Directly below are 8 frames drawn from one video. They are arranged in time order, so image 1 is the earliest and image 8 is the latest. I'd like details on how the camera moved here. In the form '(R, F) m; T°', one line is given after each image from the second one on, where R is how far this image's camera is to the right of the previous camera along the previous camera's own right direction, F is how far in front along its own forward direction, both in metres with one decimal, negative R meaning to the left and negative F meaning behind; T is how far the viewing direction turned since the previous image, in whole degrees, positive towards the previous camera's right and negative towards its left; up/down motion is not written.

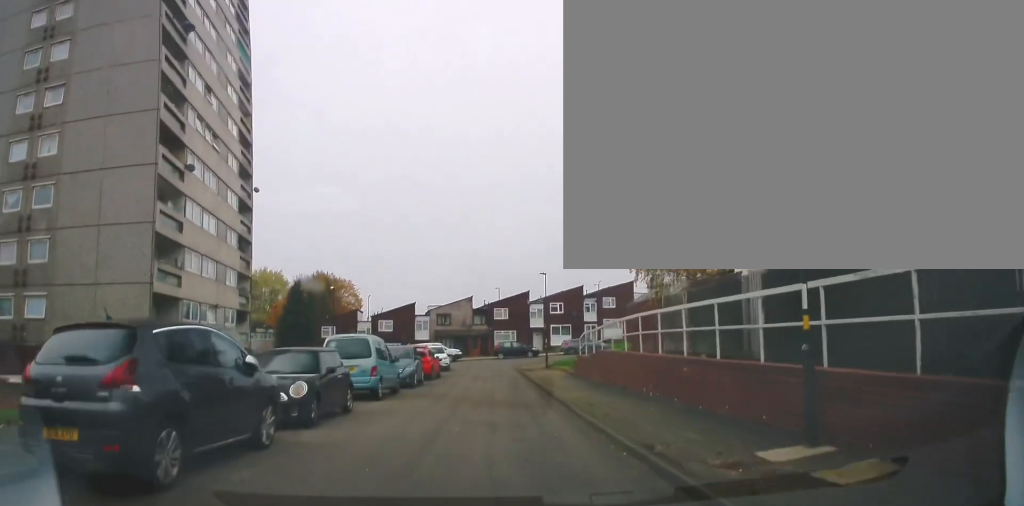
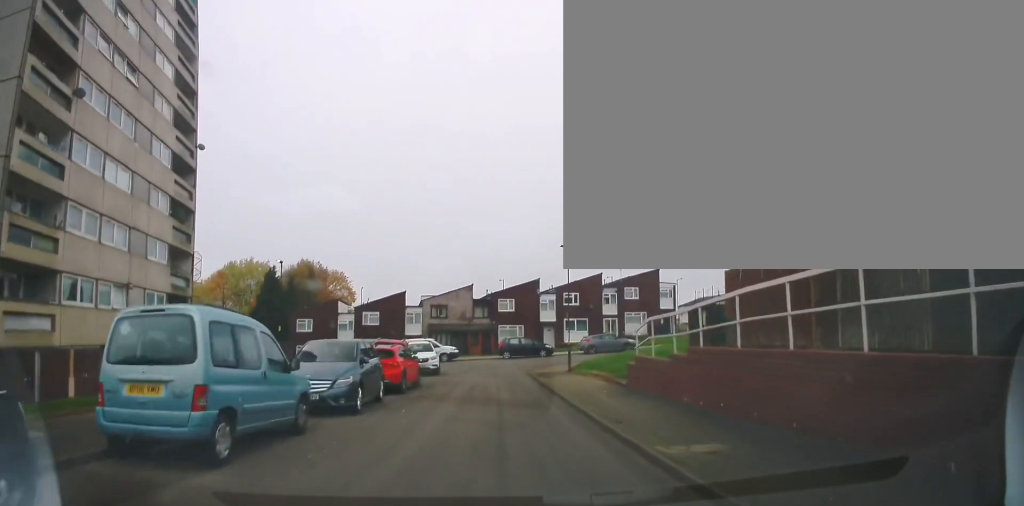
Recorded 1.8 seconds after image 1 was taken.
(+0.5, +9.6) m; +3°
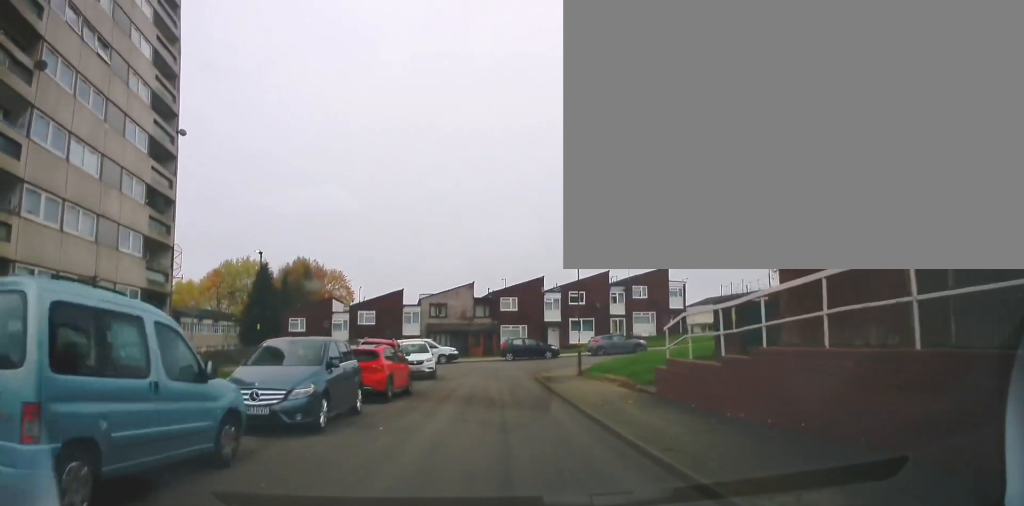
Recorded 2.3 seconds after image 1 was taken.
(0.0, +2.5) m; -1°
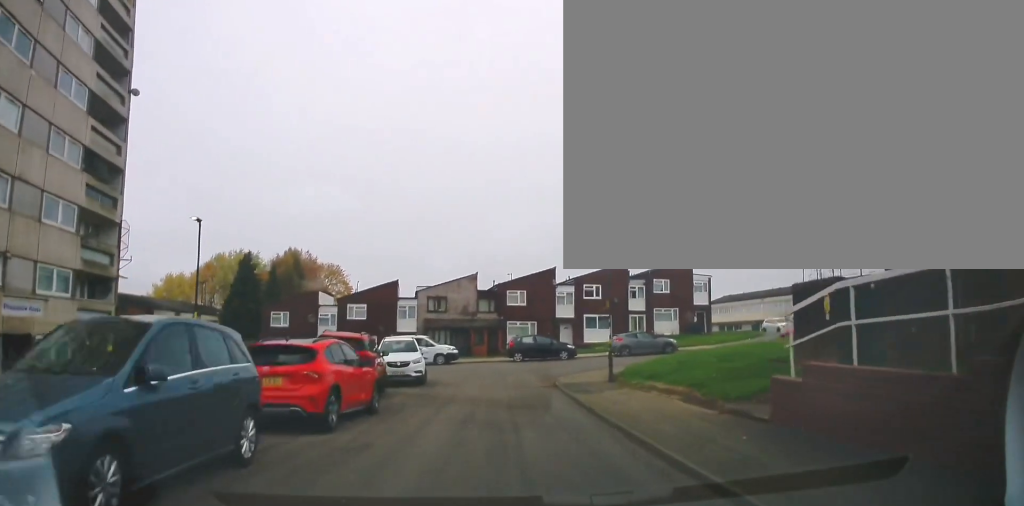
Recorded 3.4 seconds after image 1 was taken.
(-0.2, +5.8) m; -2°
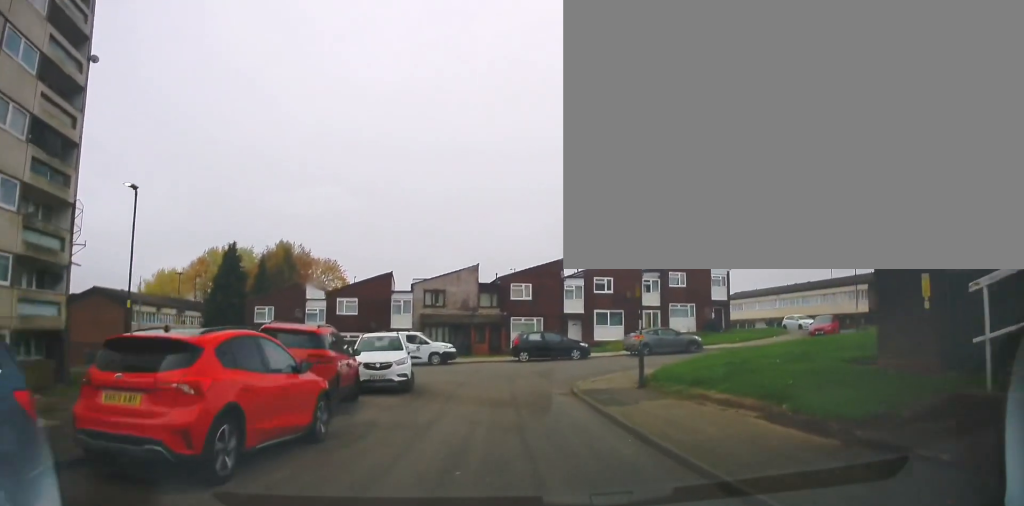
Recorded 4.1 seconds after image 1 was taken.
(-0.1, +3.8) m; 0°
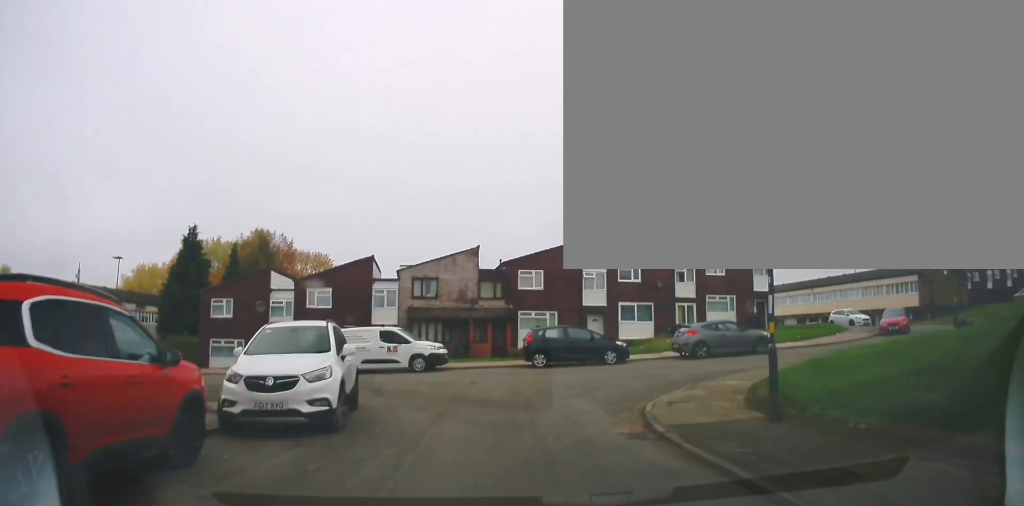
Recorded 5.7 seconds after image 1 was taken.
(+0.2, +8.0) m; -2°
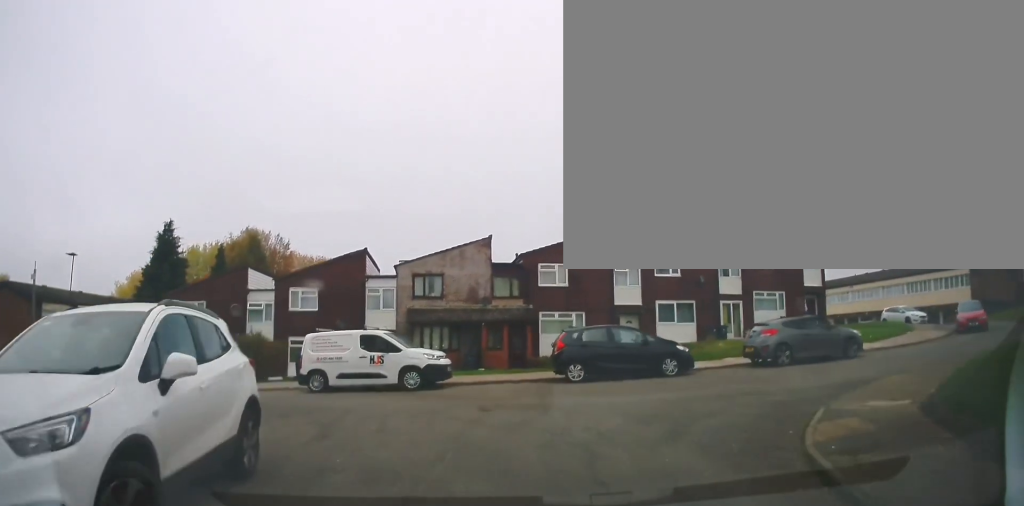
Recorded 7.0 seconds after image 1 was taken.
(-0.3, +5.8) m; -1°
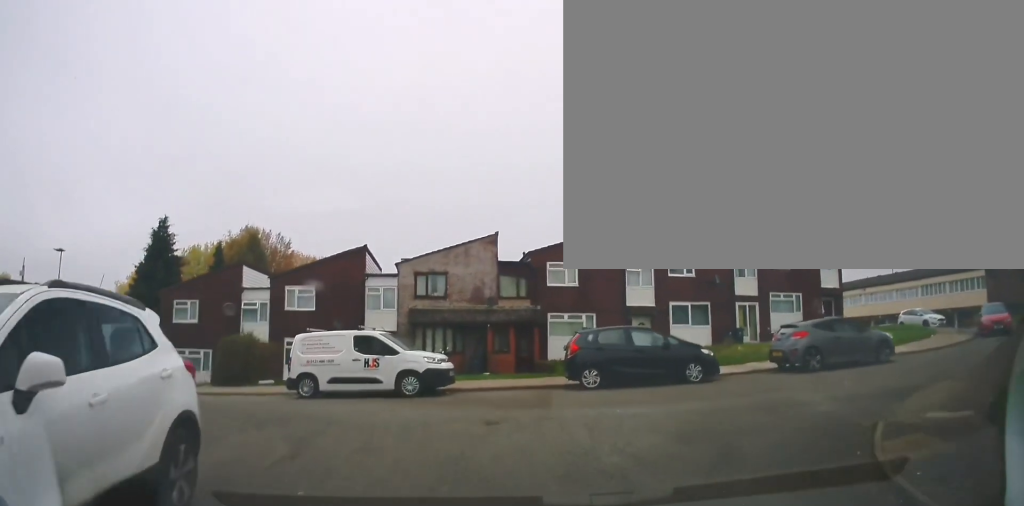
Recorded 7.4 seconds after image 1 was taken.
(+0.1, +1.6) m; -1°
